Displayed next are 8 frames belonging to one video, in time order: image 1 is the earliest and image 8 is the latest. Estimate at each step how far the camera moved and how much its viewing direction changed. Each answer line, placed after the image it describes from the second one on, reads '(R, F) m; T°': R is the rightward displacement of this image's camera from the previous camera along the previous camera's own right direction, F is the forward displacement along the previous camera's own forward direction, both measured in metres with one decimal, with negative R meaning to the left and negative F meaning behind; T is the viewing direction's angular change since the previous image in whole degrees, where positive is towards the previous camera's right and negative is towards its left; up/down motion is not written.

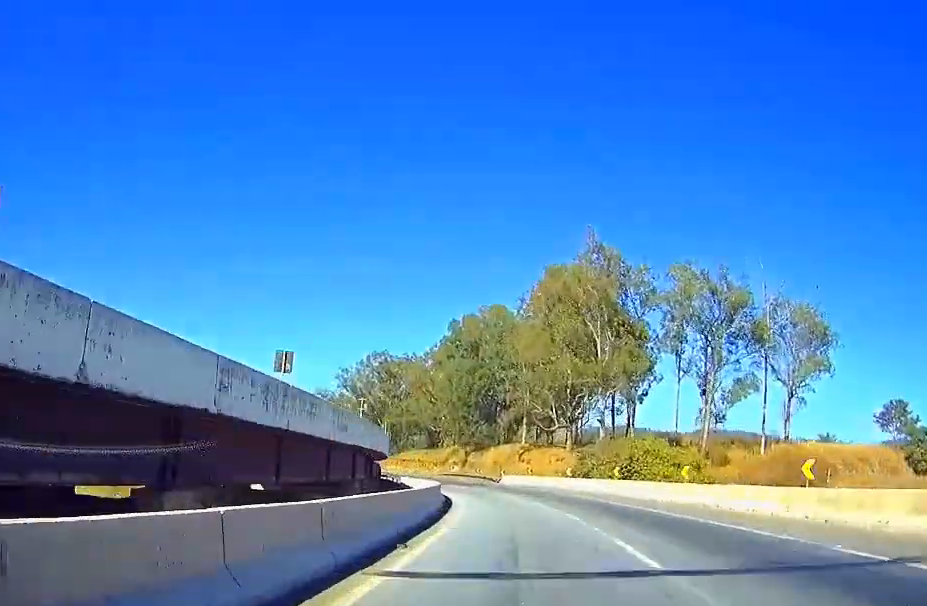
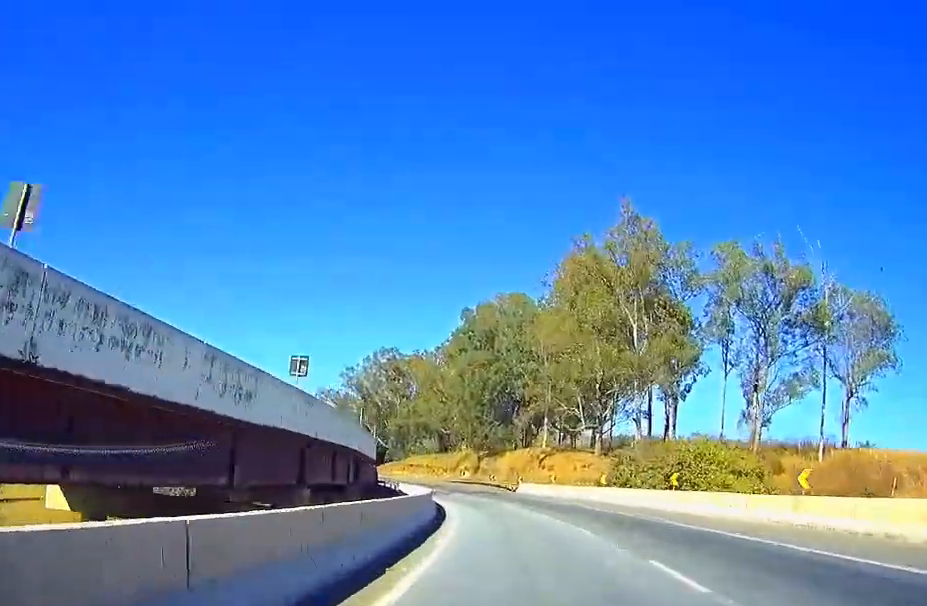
(0.0, +14.0) m; 0°
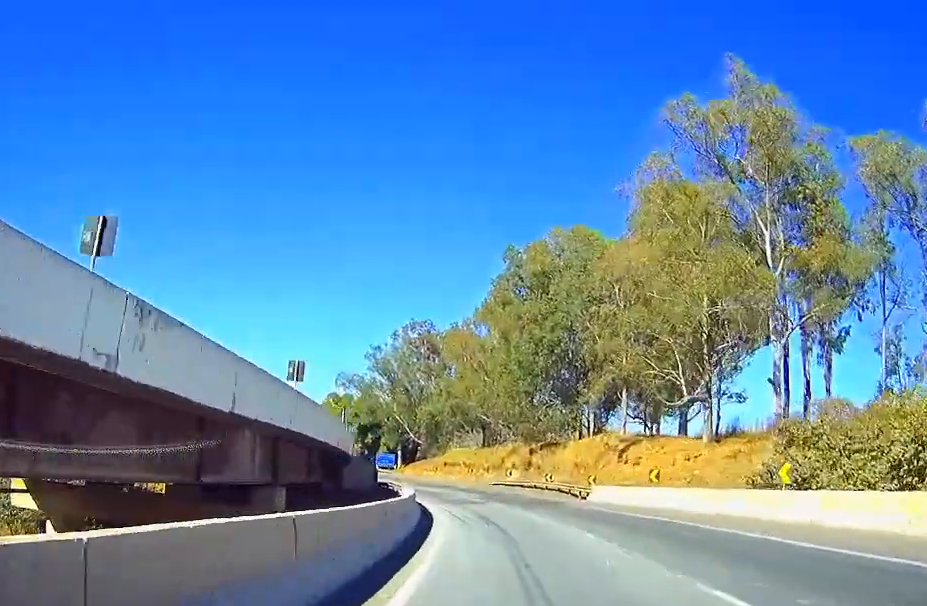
(0.0, +28.7) m; 0°
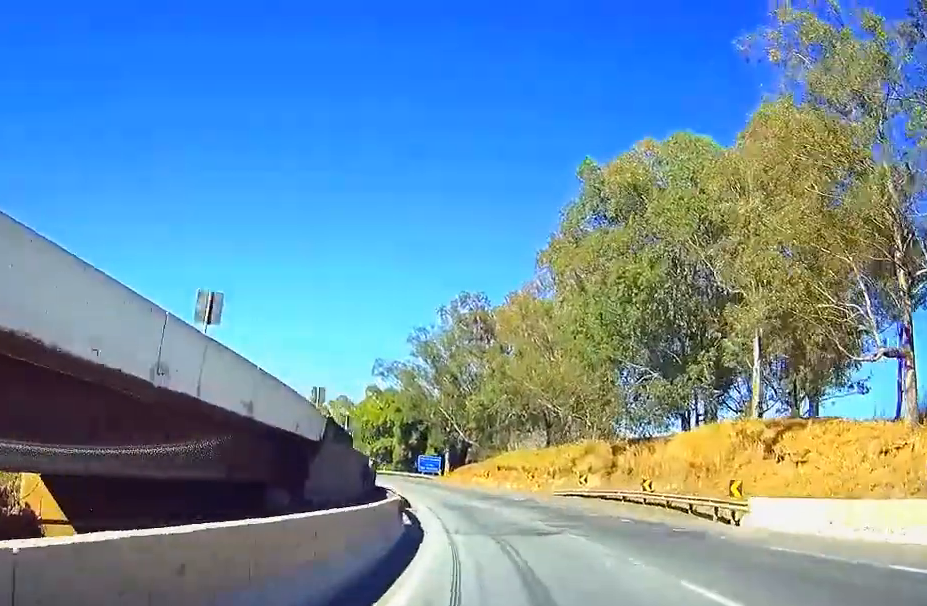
(0.0, +23.6) m; 0°
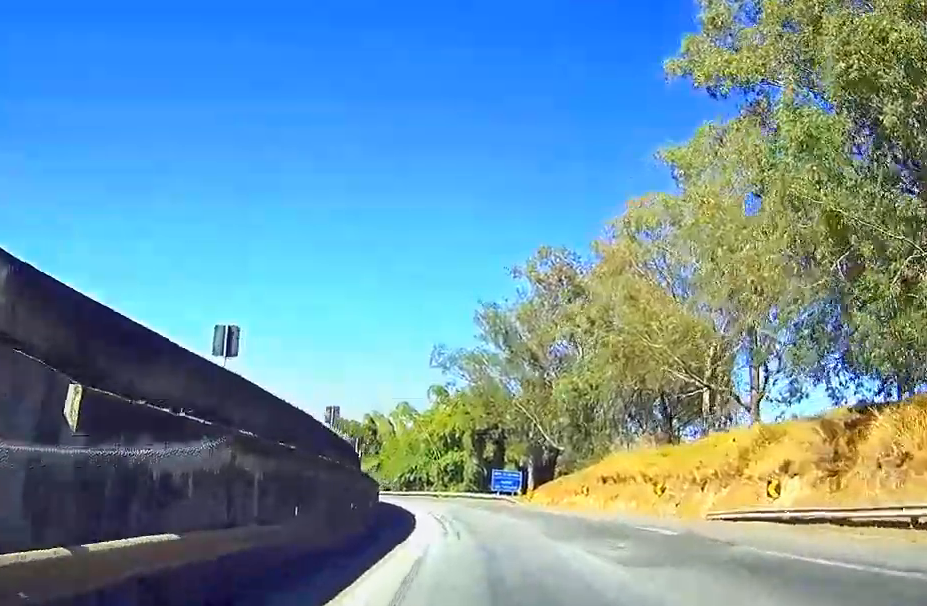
(0.0, +28.4) m; -4°
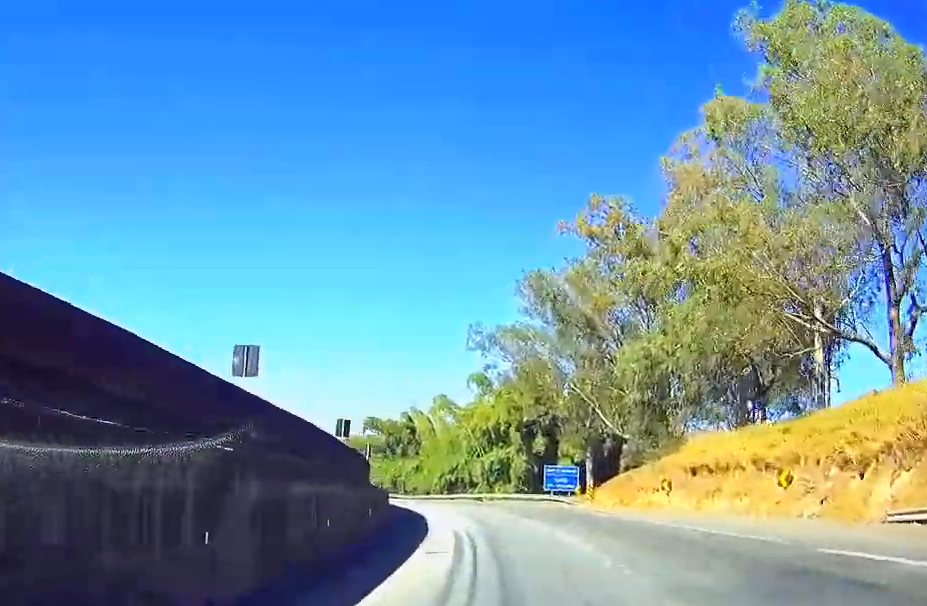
(+1.0, +14.3) m; -5°
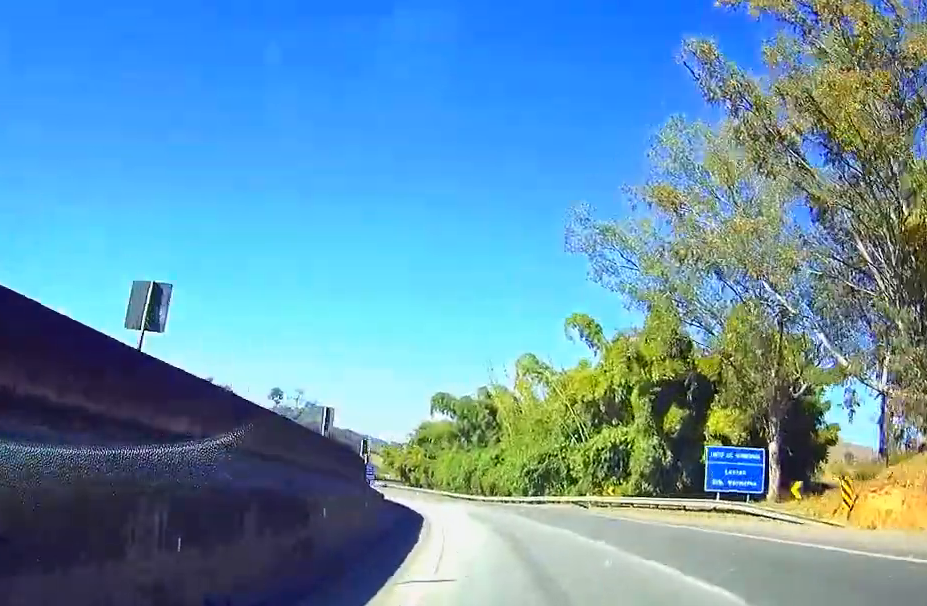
(-6.1, +33.5) m; -13°
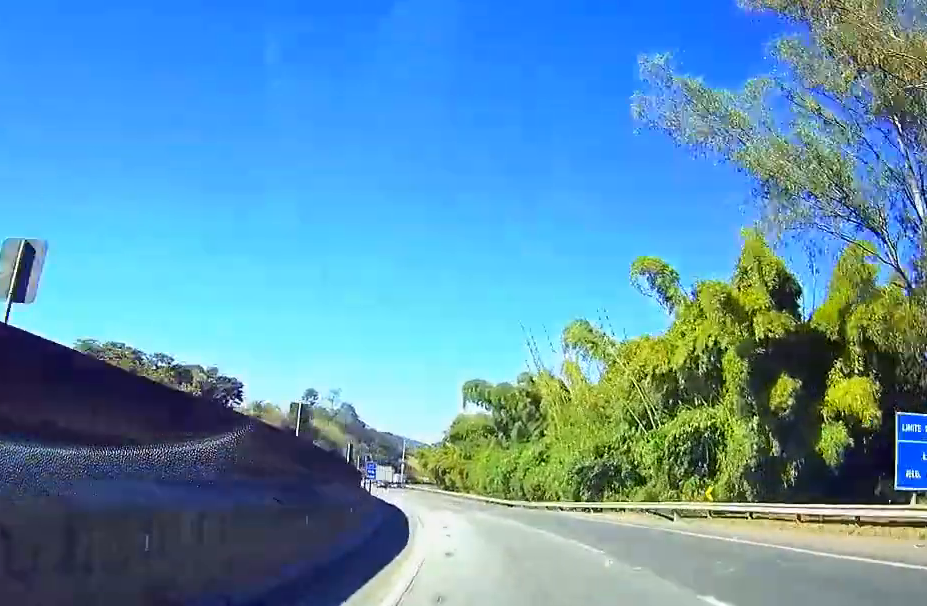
(-0.1, +17.1) m; -4°
